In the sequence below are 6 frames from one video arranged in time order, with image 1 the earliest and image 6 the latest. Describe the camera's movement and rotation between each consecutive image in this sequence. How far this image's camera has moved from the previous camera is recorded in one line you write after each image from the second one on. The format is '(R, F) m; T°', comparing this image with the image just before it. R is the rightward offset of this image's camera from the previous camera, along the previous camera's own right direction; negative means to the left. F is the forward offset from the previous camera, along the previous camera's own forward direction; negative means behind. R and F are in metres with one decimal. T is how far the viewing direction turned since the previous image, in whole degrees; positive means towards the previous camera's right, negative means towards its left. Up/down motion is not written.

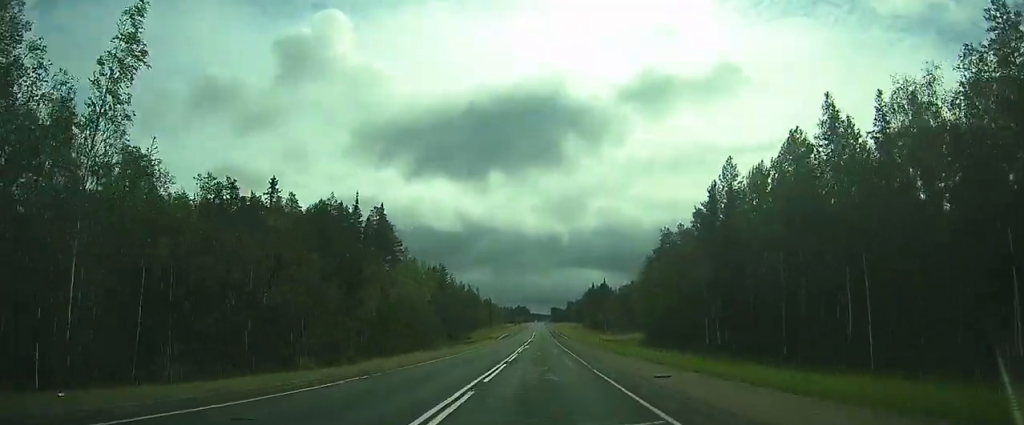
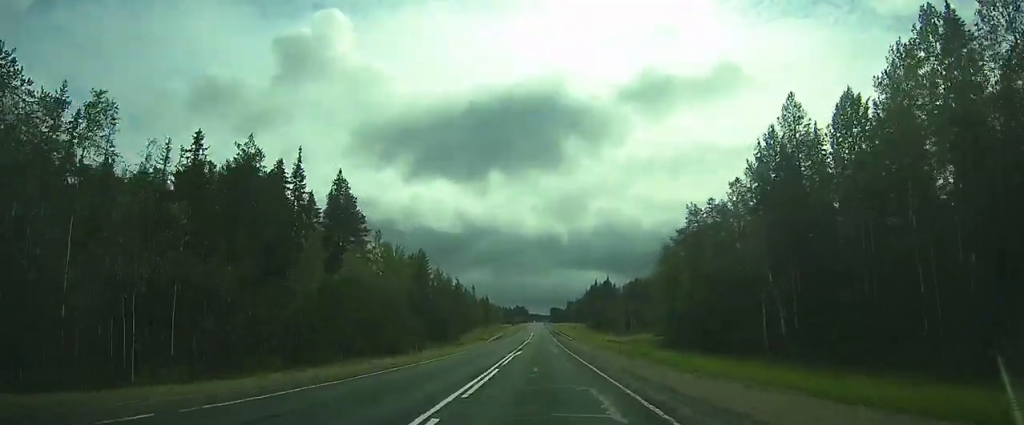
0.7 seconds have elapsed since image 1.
(0.0, +15.2) m; 0°
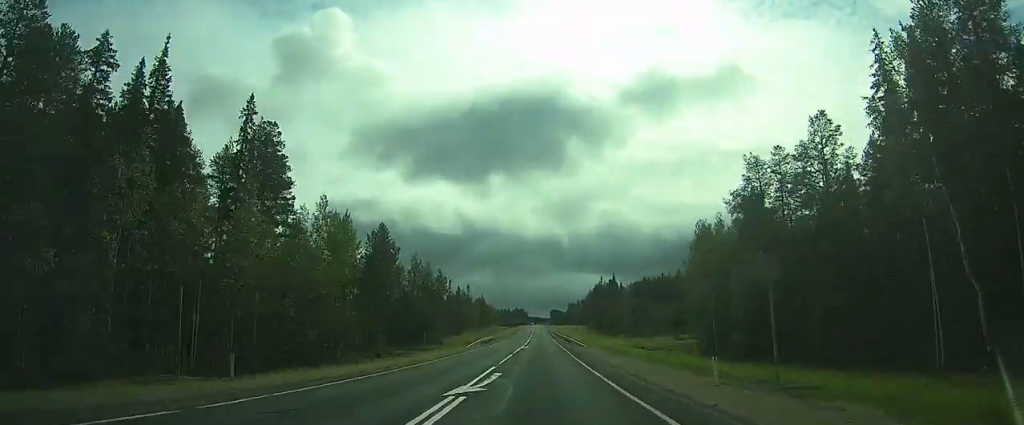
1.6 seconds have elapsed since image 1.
(-0.1, +19.5) m; 0°
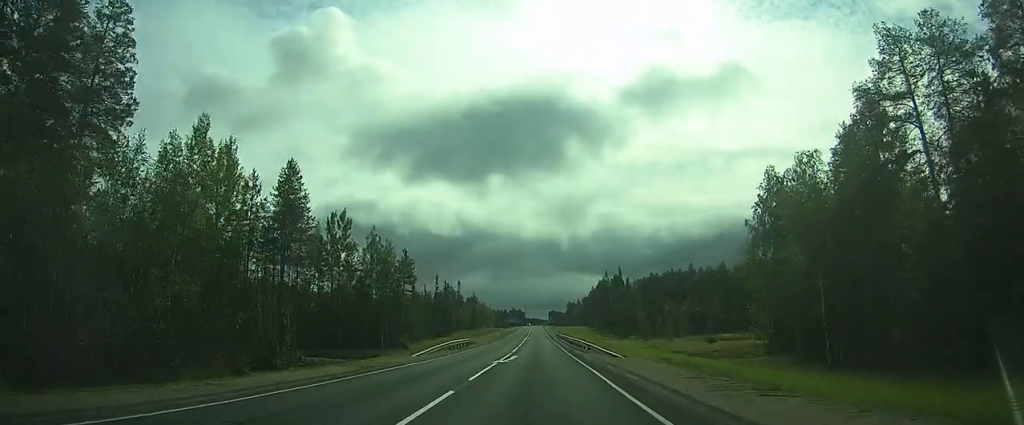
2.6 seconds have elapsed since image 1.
(0.0, +21.7) m; 0°
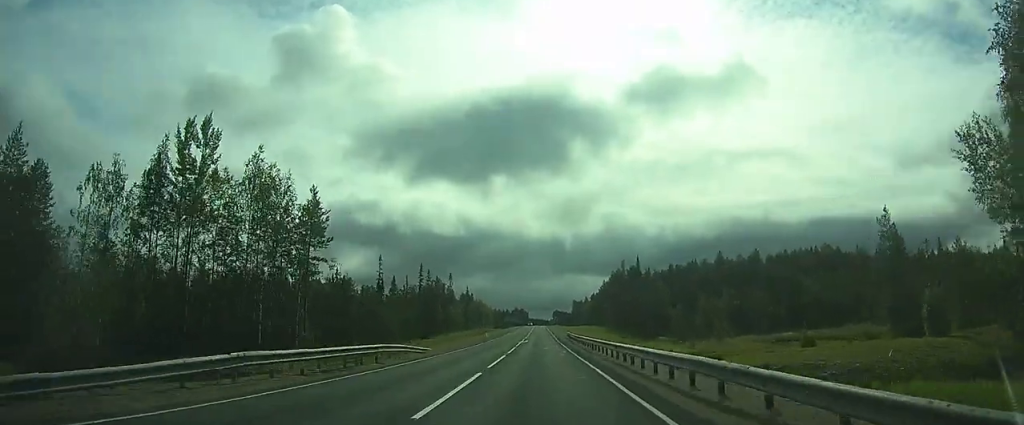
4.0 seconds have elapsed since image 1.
(+0.1, +29.7) m; 0°
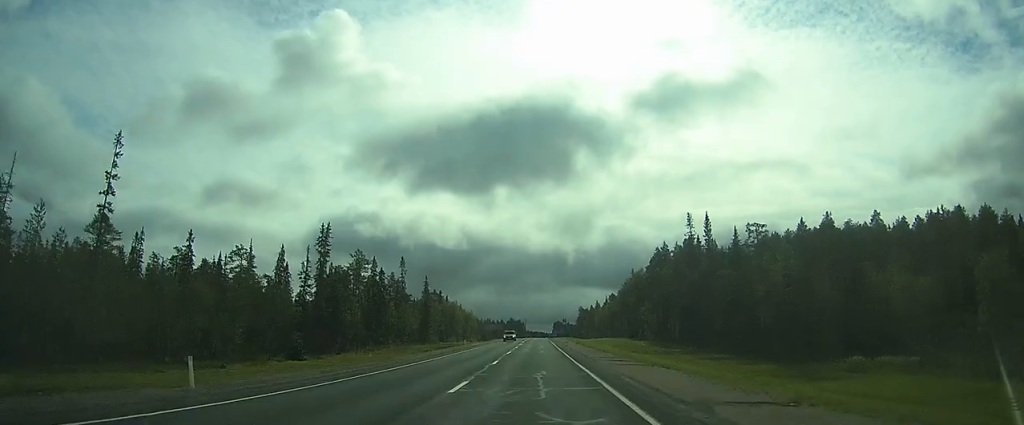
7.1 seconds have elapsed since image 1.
(+0.1, +69.8) m; 0°
